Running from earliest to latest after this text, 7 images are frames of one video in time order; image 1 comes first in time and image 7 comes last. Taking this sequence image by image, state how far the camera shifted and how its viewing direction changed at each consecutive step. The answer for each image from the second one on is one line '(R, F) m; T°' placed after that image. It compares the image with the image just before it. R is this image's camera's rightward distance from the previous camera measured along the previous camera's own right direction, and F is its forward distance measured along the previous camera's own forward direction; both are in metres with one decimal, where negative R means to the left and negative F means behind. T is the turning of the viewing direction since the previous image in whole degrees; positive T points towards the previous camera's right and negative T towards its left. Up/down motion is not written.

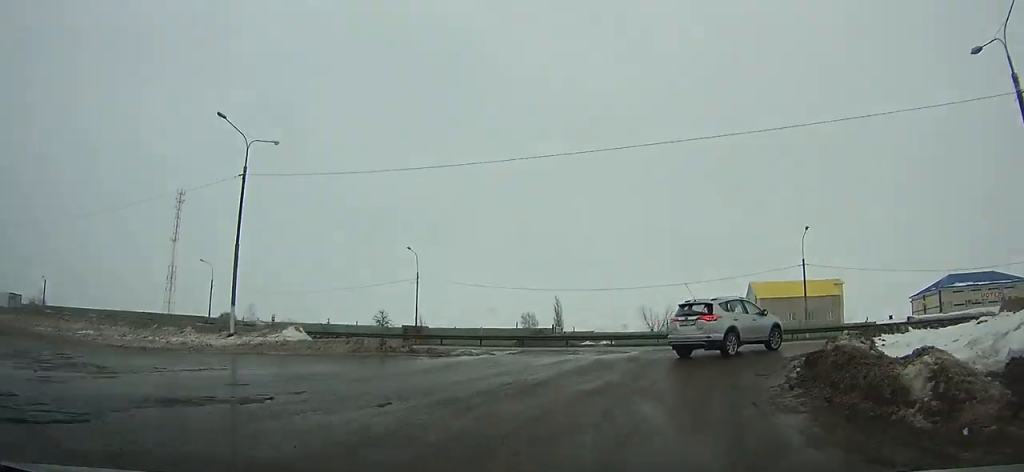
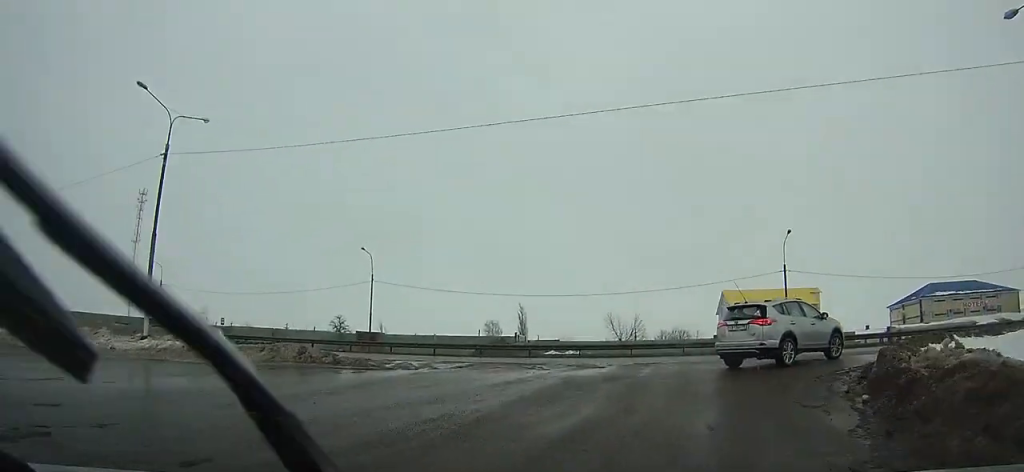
(-0.3, +4.3) m; +7°
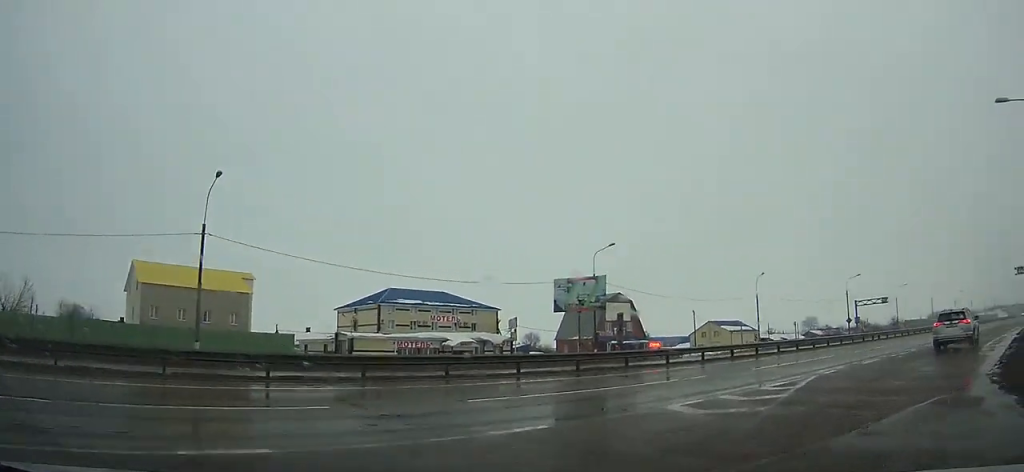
(+11.2, +18.3) m; +65°
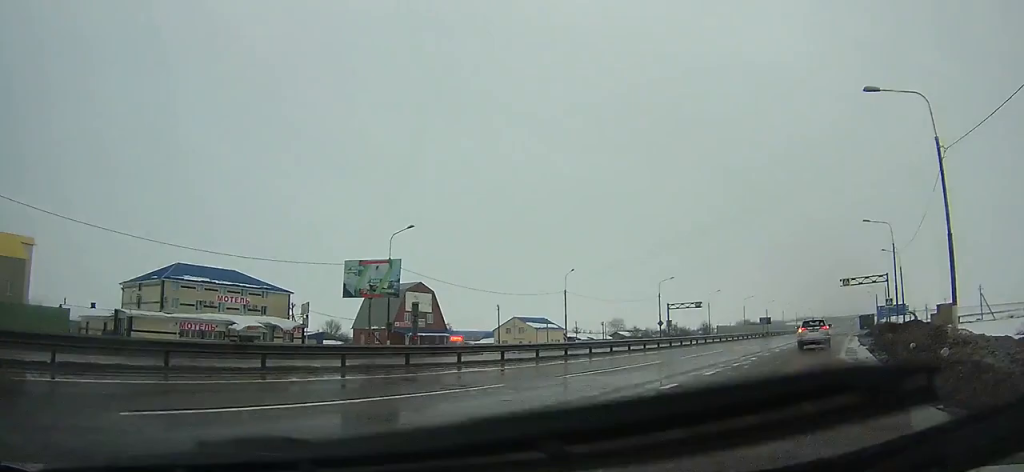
(+0.8, +6.1) m; +9°
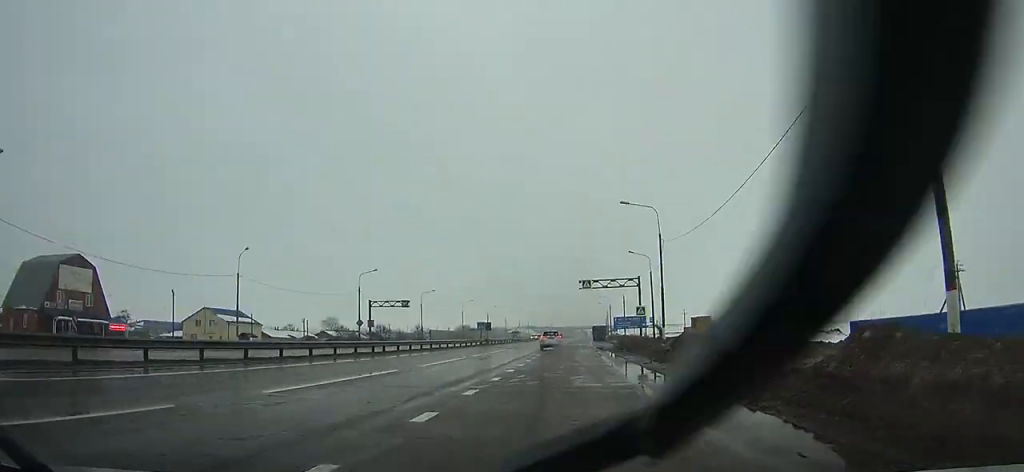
(+3.3, +18.7) m; +11°
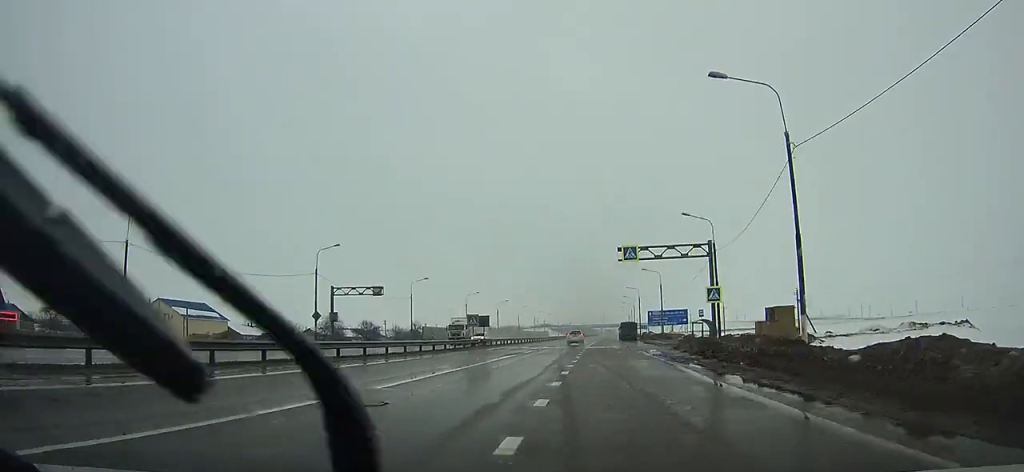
(+0.3, +23.9) m; +2°
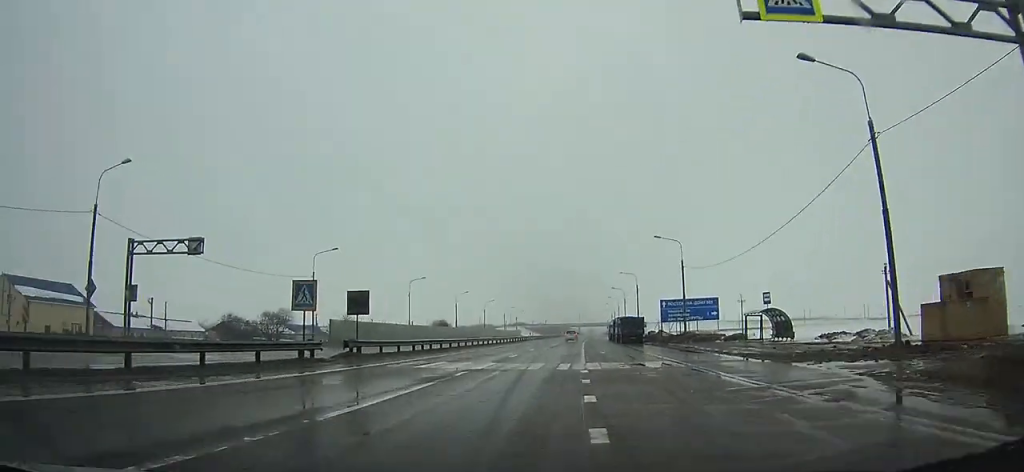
(+0.7, +33.7) m; +2°
